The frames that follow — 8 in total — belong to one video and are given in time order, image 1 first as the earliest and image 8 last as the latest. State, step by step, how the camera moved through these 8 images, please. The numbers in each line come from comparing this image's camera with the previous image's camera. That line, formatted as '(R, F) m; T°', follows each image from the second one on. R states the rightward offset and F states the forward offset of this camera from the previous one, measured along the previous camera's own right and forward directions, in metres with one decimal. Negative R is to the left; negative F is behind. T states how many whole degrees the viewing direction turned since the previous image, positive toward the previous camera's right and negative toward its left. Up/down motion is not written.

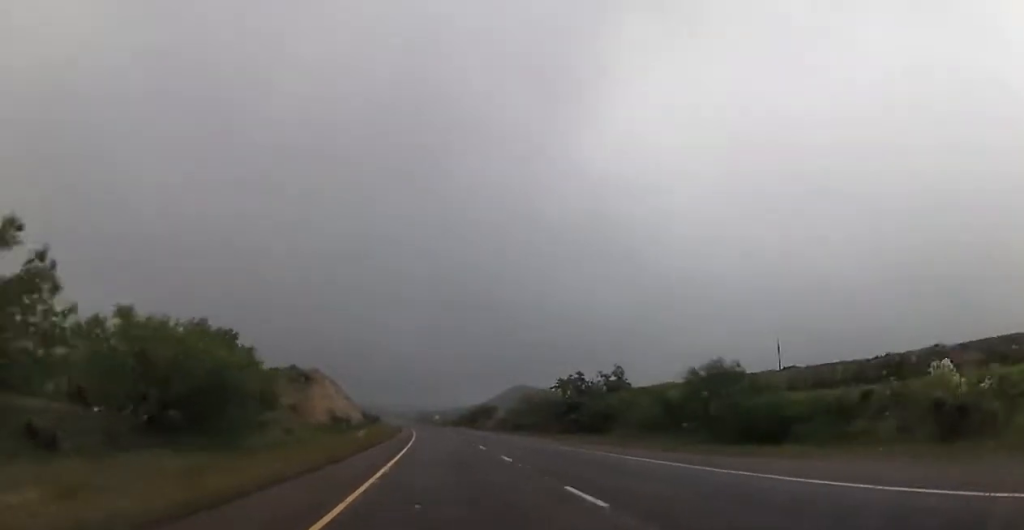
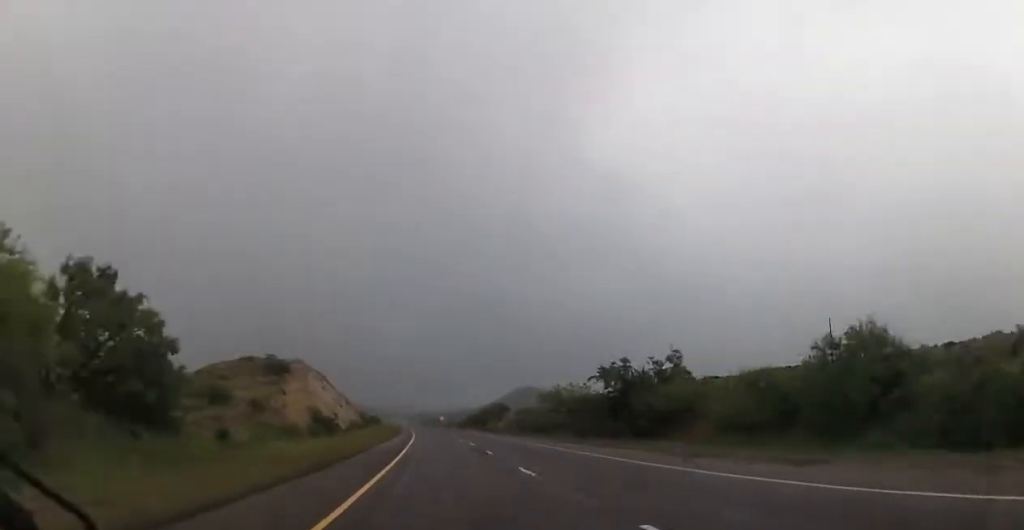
(+0.1, +17.2) m; 0°
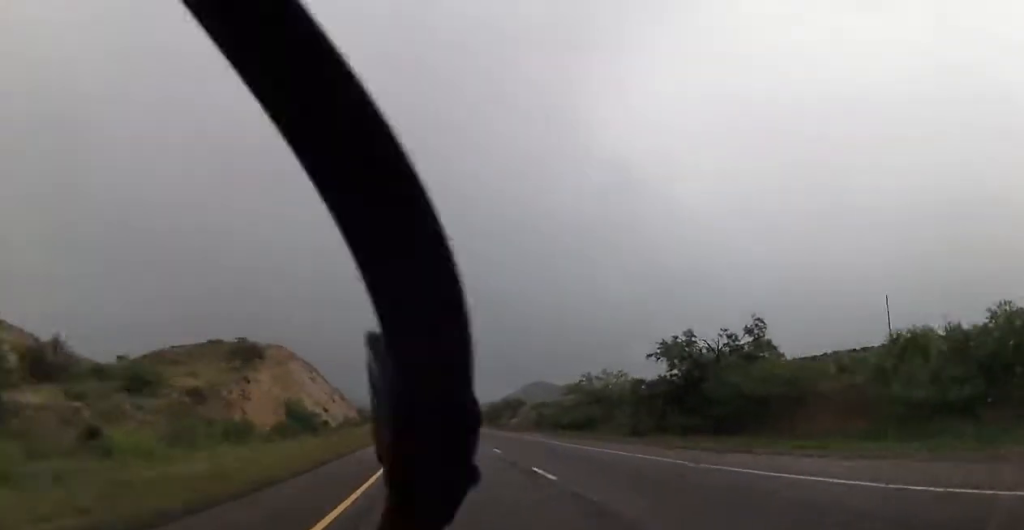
(-0.2, +14.9) m; -1°
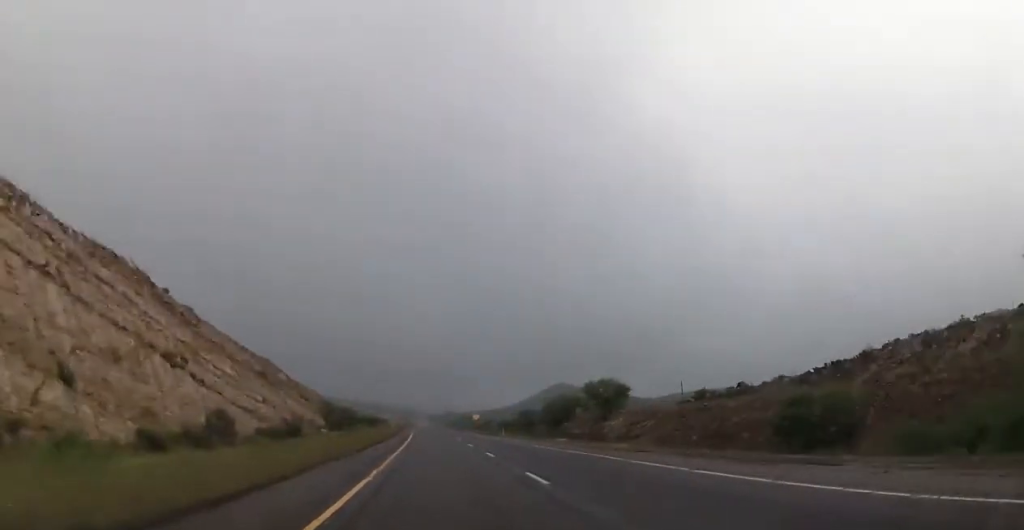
(-1.3, +61.6) m; -2°
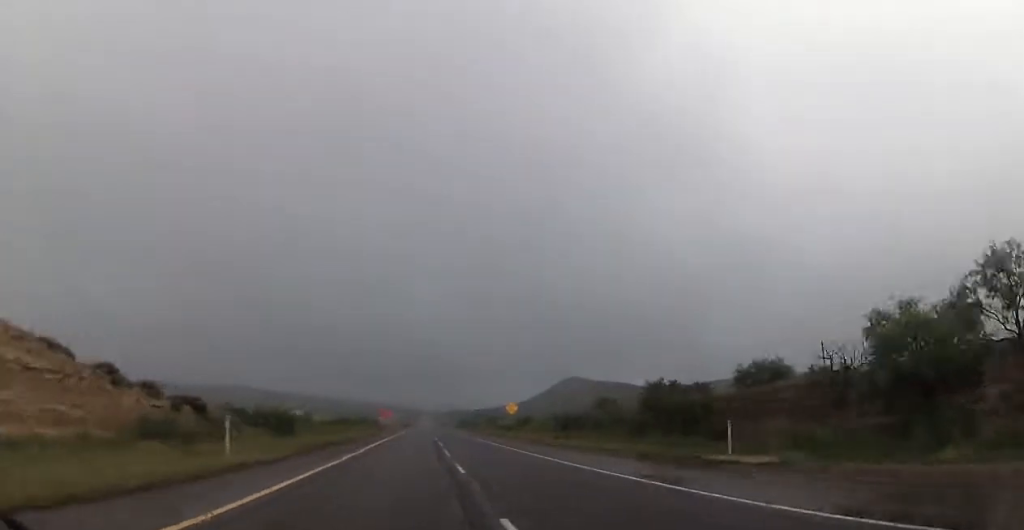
(-0.7, +69.8) m; -1°
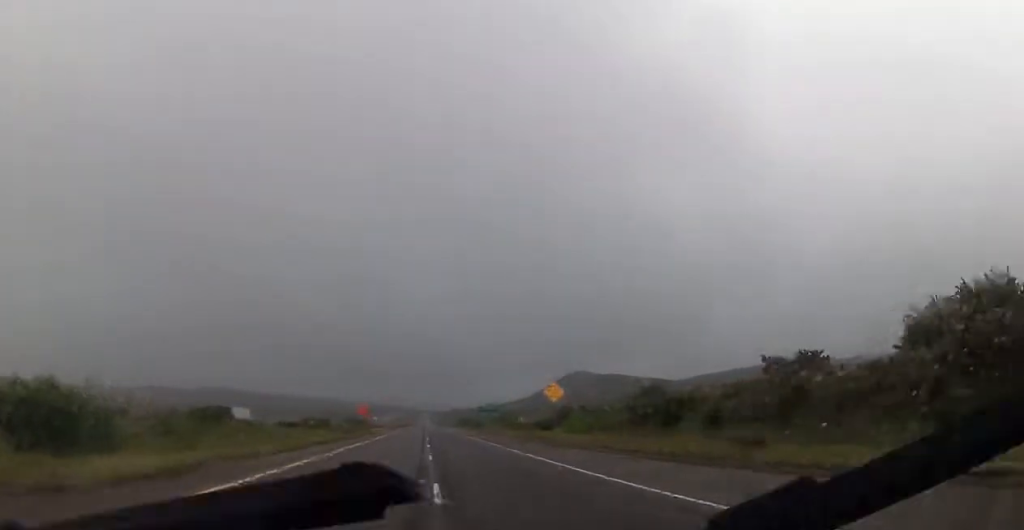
(+0.3, +32.1) m; 0°
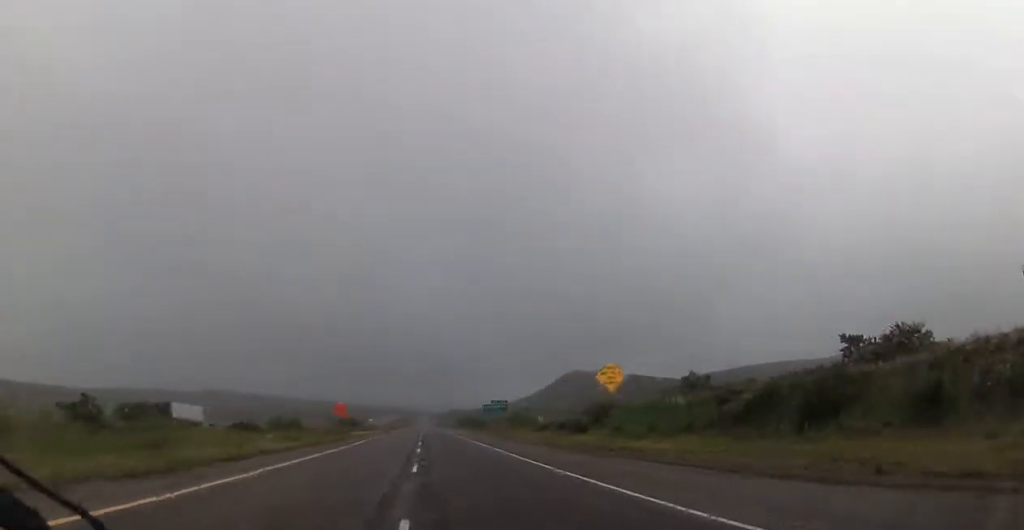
(-0.2, +17.1) m; 0°
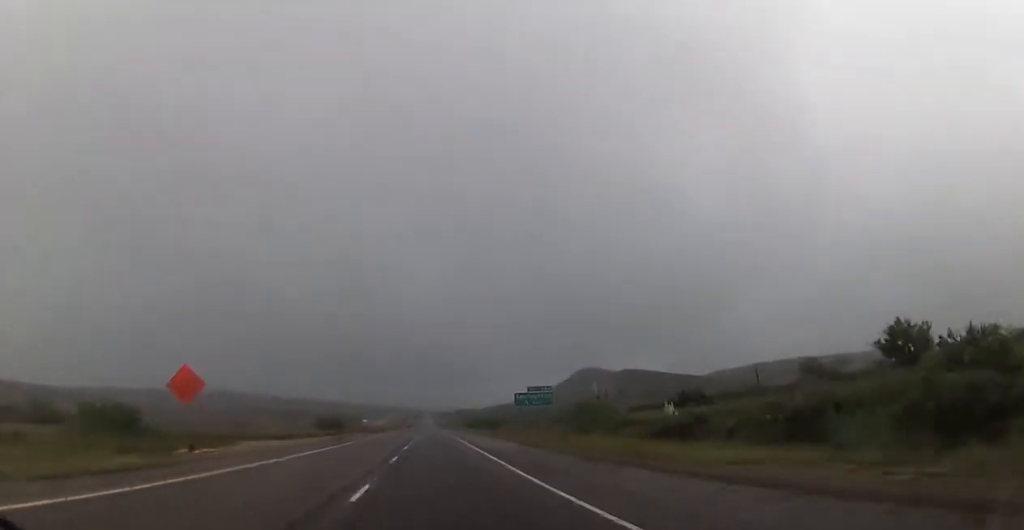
(+0.1, +43.4) m; 0°
